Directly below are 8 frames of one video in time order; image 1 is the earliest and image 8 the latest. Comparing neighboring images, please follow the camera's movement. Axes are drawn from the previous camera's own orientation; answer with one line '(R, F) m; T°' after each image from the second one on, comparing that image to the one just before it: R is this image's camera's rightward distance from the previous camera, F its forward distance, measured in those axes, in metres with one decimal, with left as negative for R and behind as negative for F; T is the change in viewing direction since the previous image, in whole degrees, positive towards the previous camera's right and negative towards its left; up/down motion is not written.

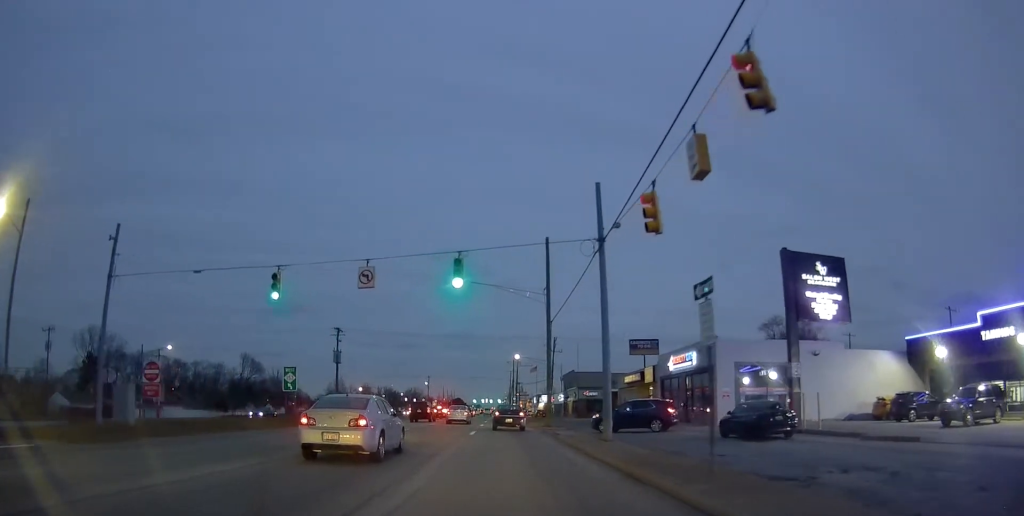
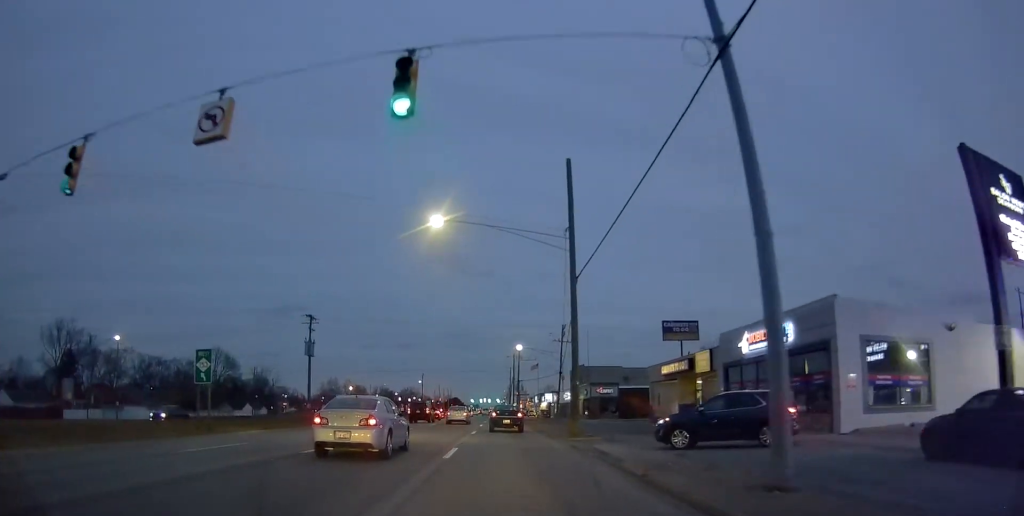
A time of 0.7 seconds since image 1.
(-0.5, +12.7) m; 0°
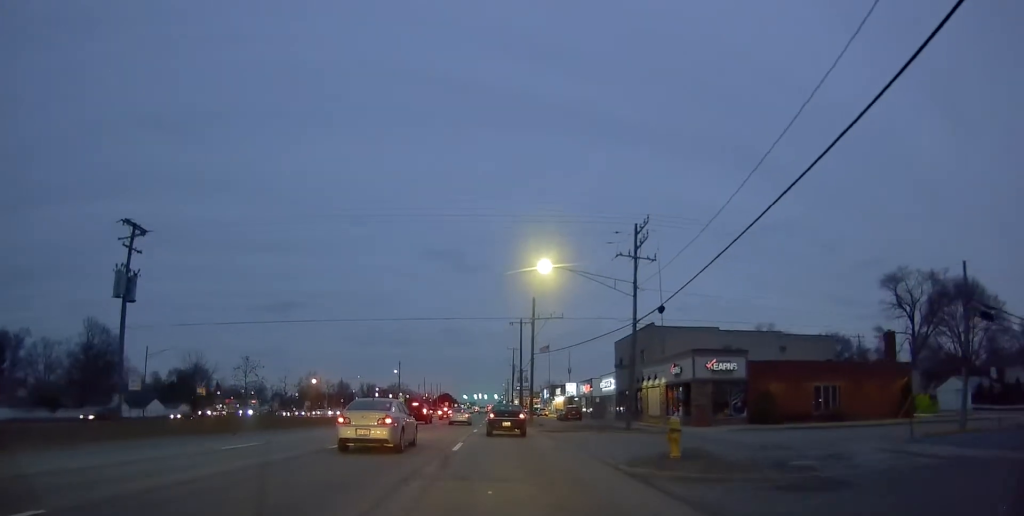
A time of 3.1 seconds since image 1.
(+1.5, +40.8) m; +1°
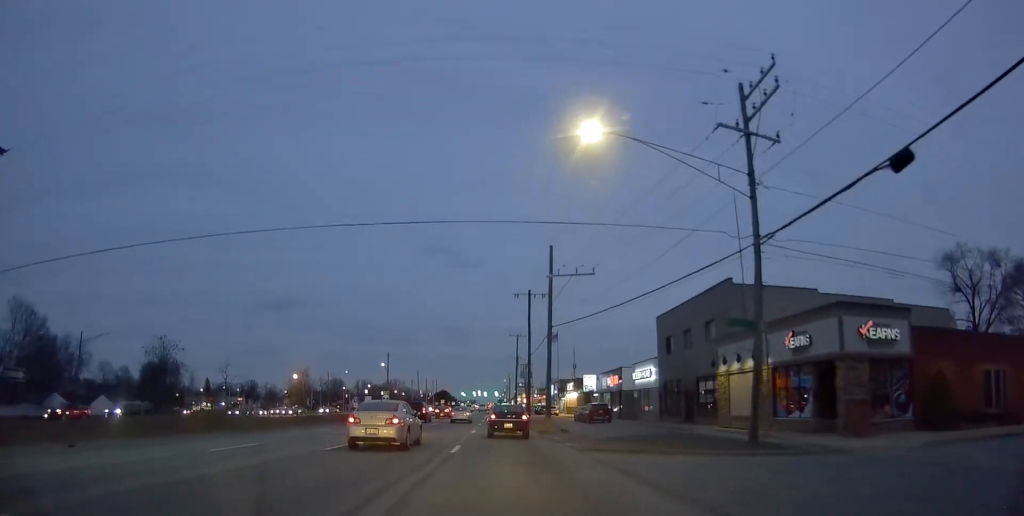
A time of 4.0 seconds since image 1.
(-0.1, +17.0) m; 0°
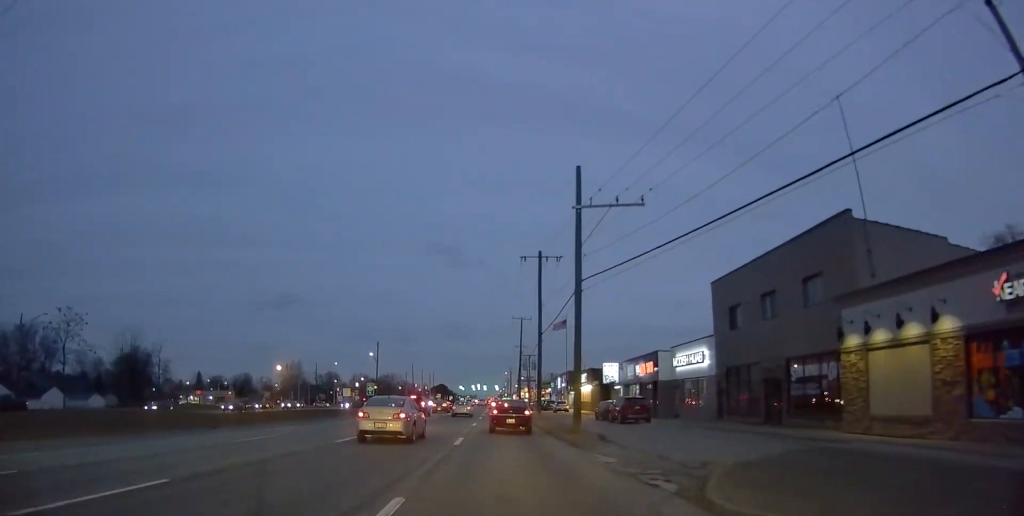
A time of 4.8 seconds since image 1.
(+0.2, +12.7) m; +1°
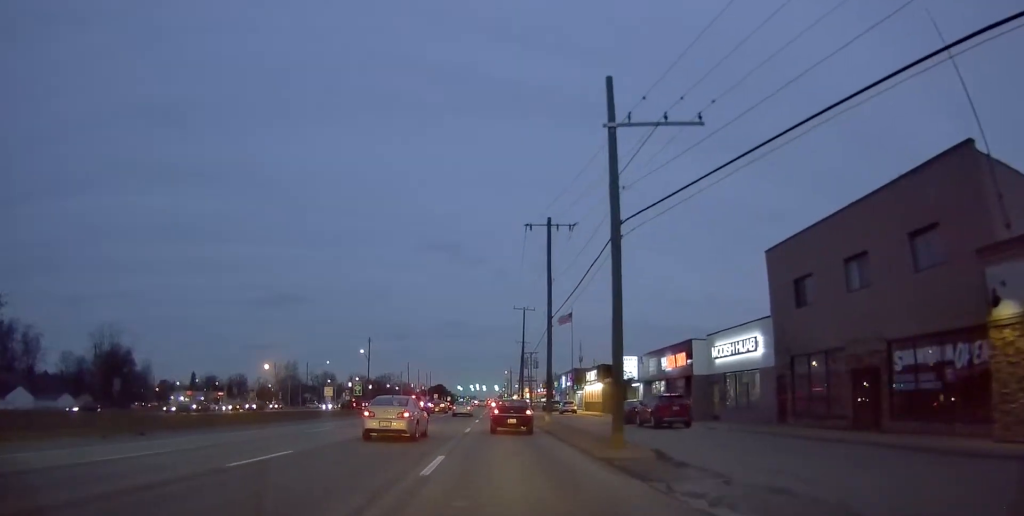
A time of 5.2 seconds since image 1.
(0.0, +7.9) m; -1°
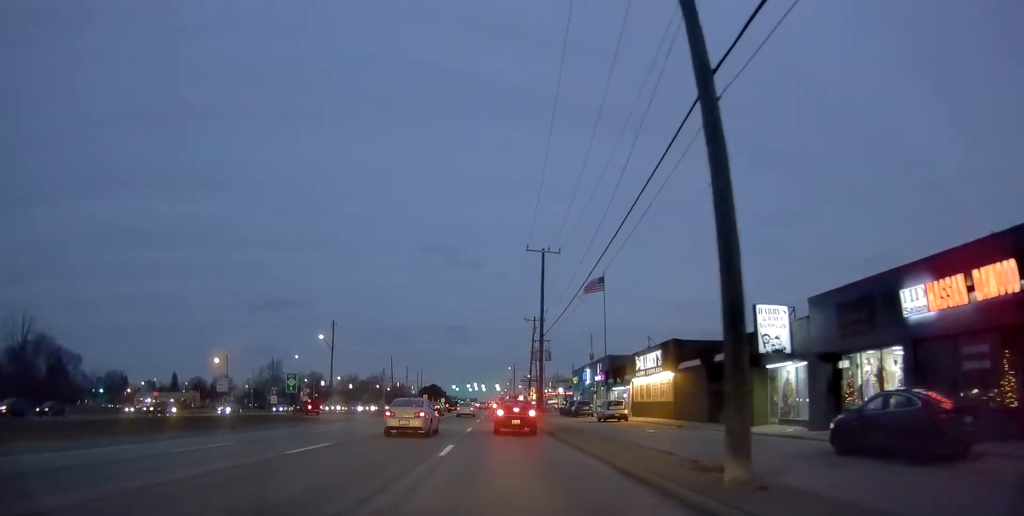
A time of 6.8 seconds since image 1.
(-0.9, +26.7) m; -1°
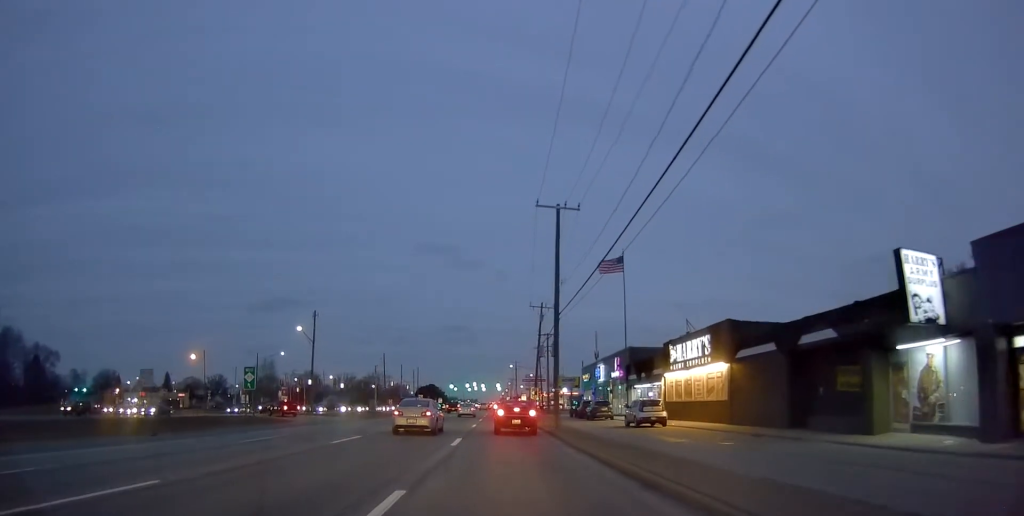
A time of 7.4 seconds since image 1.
(+0.5, +9.8) m; 0°
